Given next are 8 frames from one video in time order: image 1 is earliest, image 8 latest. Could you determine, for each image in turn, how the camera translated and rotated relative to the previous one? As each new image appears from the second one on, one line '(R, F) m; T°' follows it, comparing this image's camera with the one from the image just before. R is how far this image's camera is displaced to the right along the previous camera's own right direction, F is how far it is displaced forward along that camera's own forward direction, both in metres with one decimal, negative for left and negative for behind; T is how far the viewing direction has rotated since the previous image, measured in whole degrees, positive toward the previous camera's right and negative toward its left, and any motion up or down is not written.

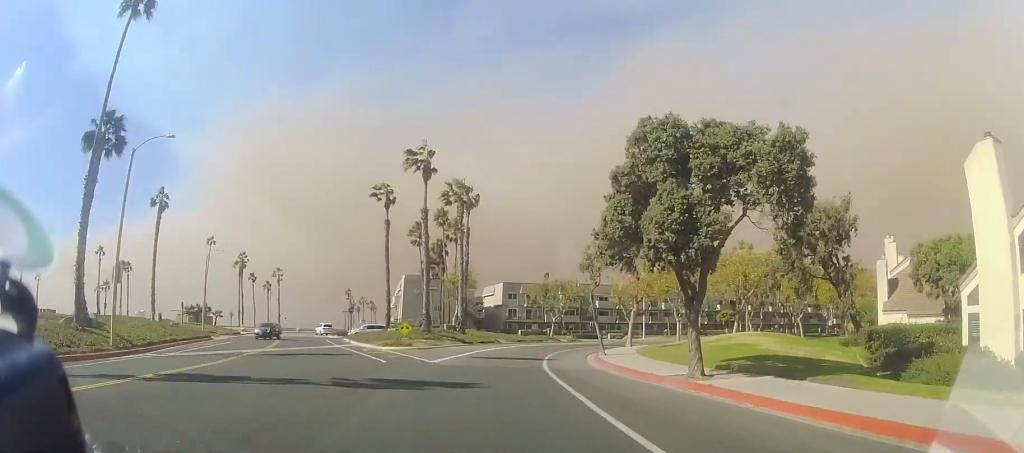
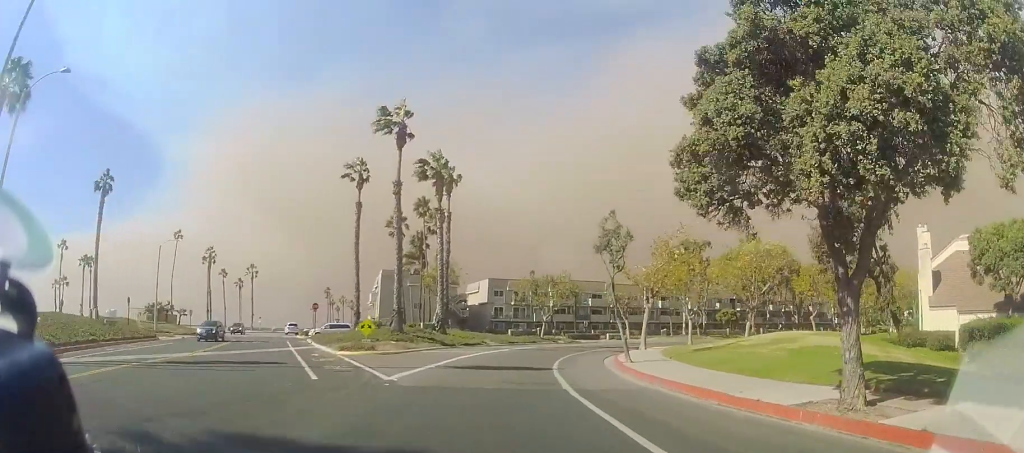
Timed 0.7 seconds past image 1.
(0.0, +7.8) m; +1°
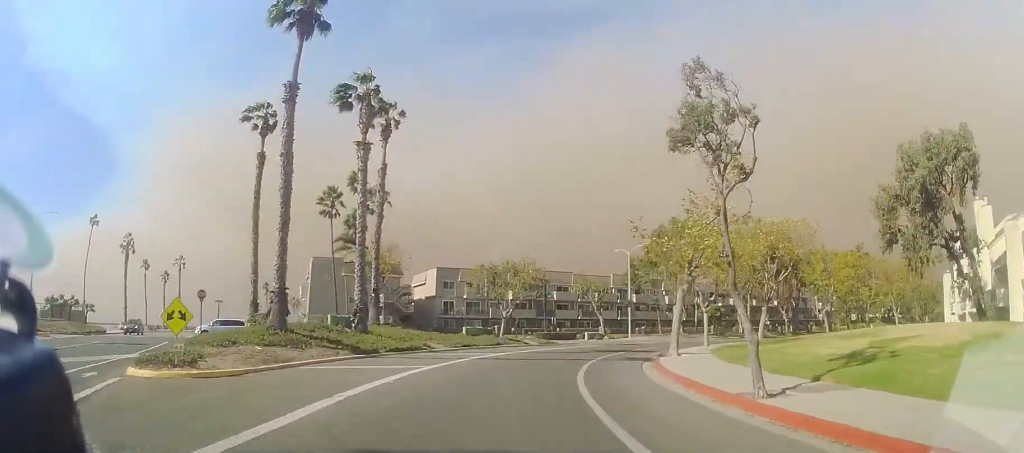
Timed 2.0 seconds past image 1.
(+0.8, +14.2) m; +9°
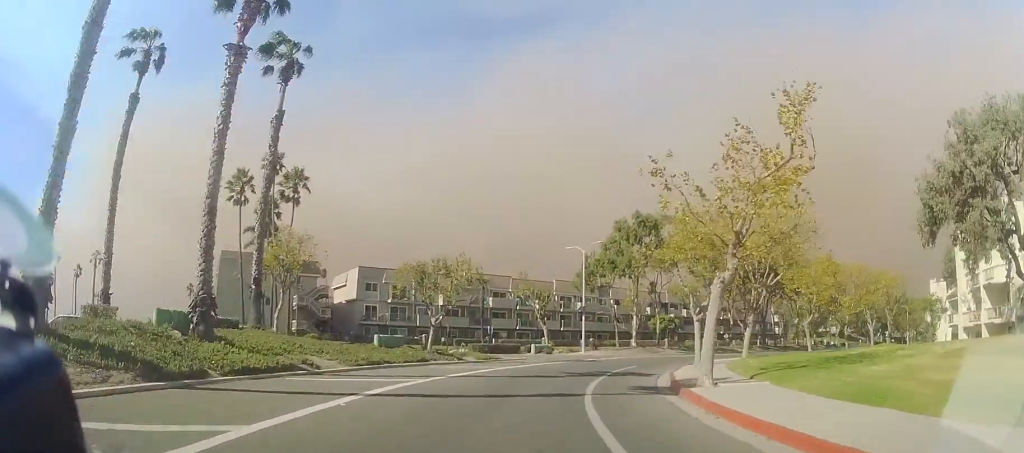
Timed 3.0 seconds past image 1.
(+0.7, +9.9) m; +8°
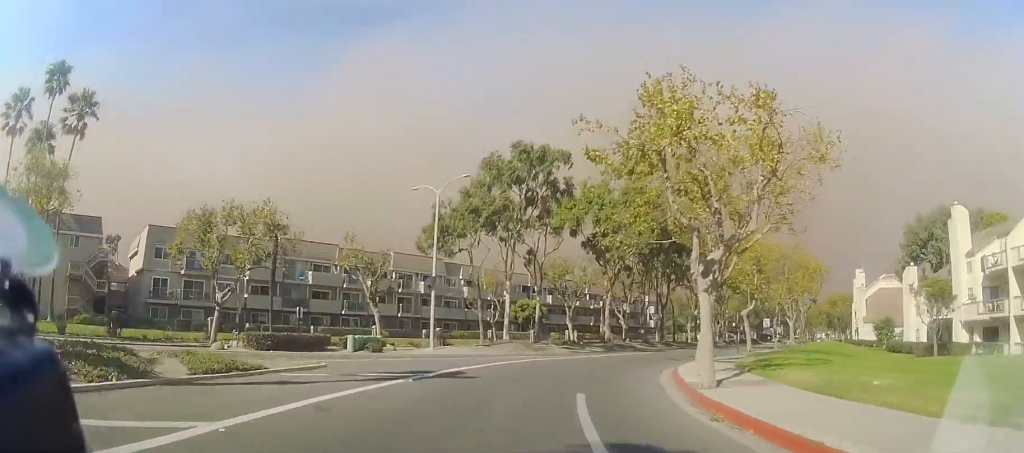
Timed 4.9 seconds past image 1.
(+2.1, +17.5) m; +14°
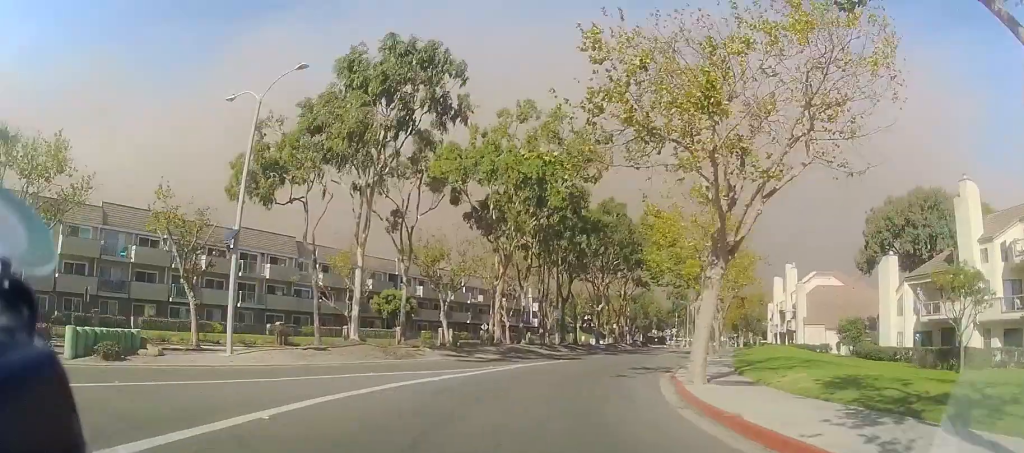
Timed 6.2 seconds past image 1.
(+1.2, +12.4) m; +13°
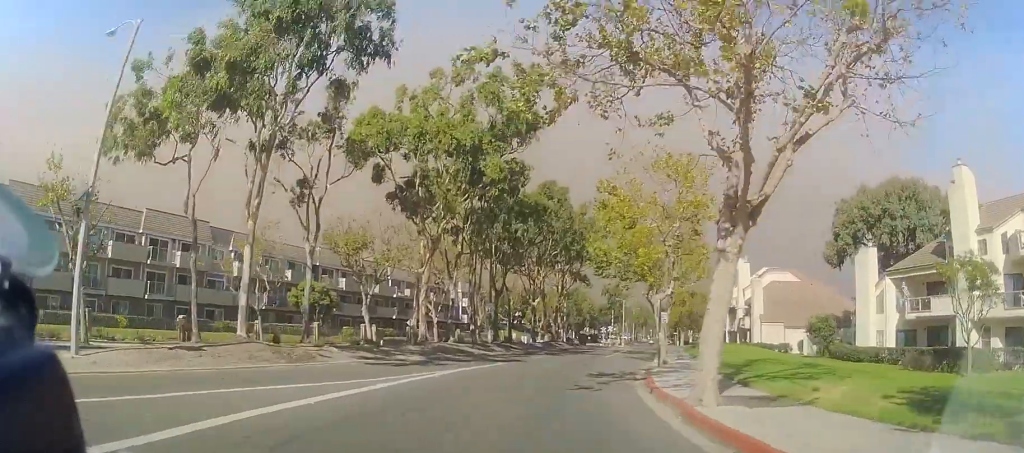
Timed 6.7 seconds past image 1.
(+0.4, +5.0) m; +6°
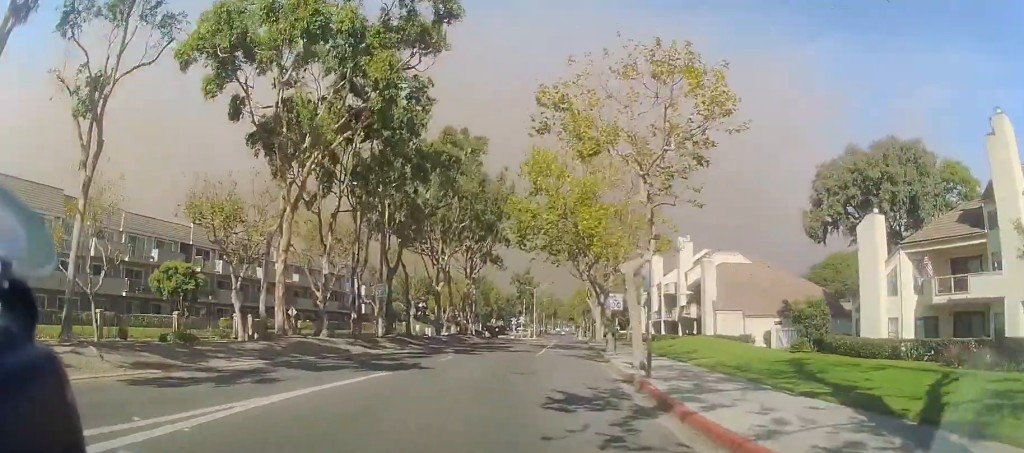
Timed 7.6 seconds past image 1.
(+0.8, +9.5) m; +9°
